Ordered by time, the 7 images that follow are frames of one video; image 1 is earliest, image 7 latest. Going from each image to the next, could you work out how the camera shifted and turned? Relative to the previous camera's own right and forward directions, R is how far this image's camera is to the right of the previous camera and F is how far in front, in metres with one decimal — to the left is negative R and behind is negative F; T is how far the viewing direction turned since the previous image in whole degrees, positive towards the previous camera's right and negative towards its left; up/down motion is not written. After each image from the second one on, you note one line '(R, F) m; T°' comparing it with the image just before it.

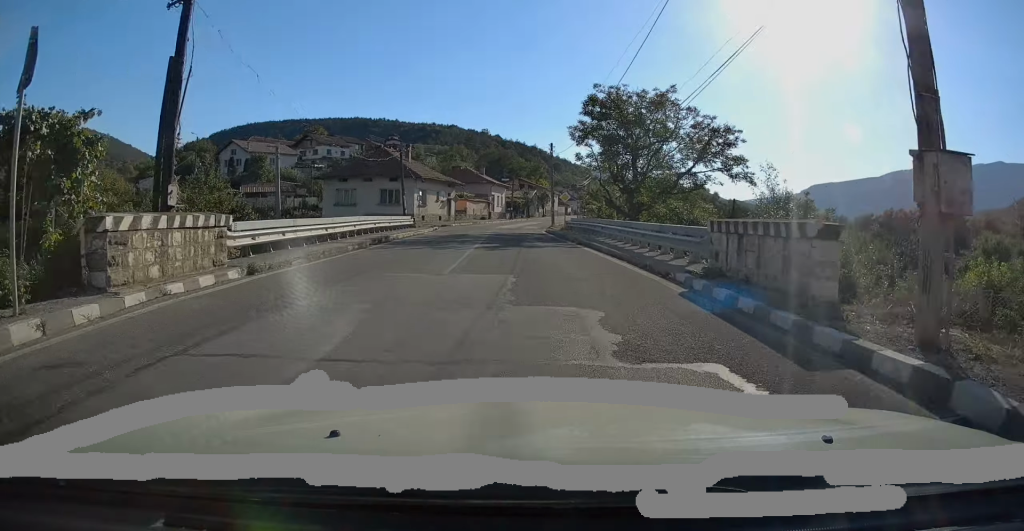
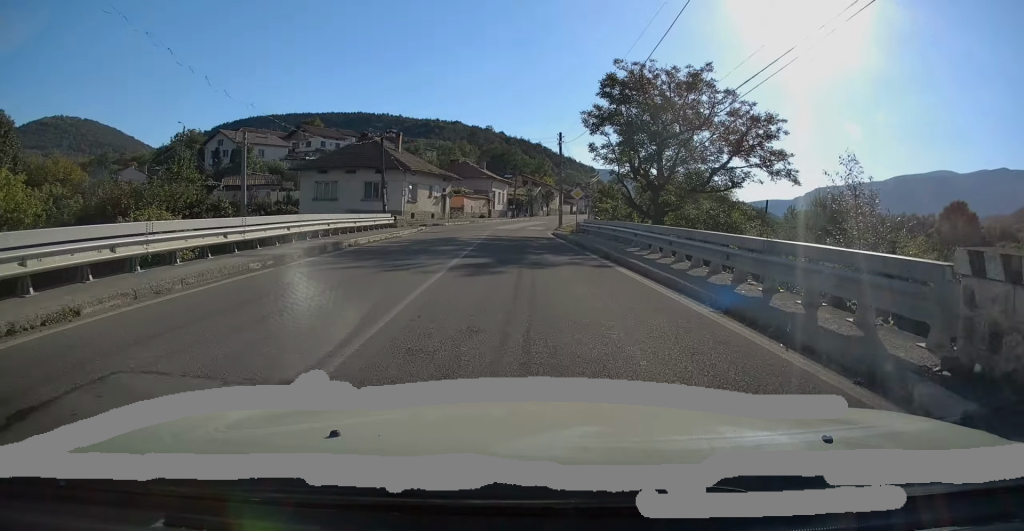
(0.0, +6.8) m; 0°
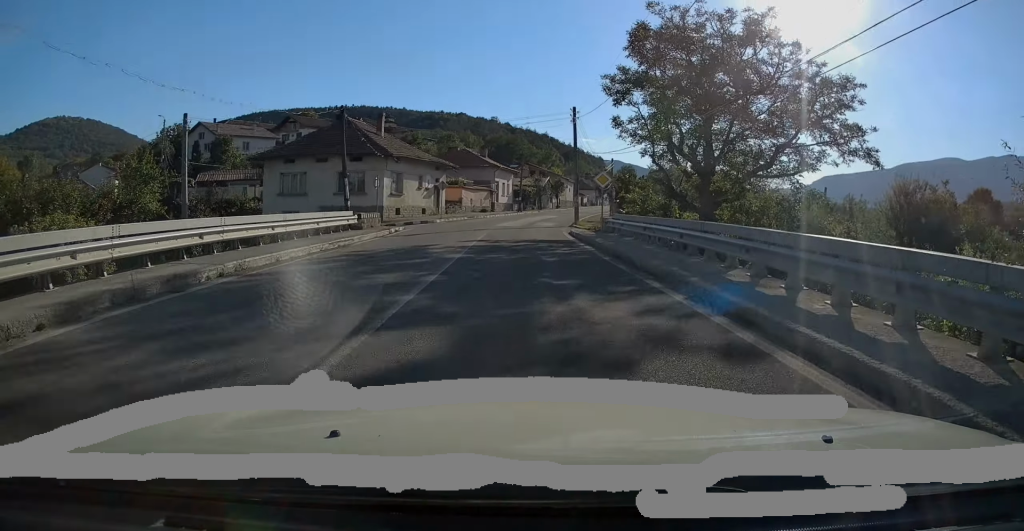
(0.0, +8.6) m; -1°
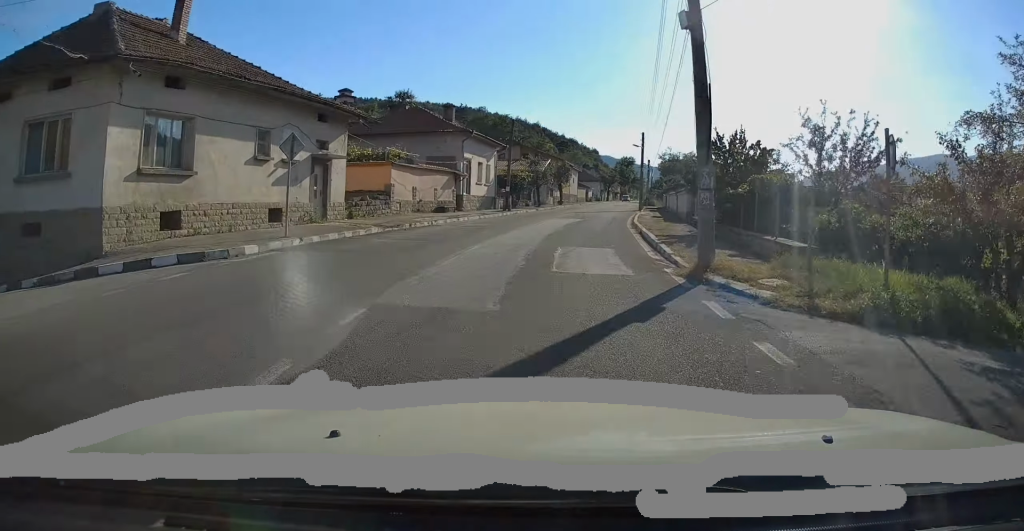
(-0.4, +27.5) m; +1°
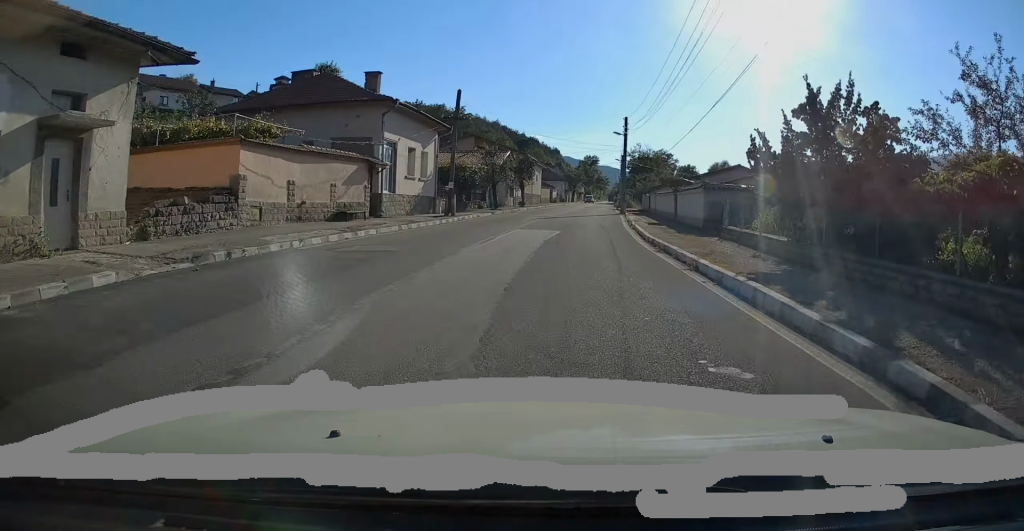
(+0.2, +11.9) m; +3°
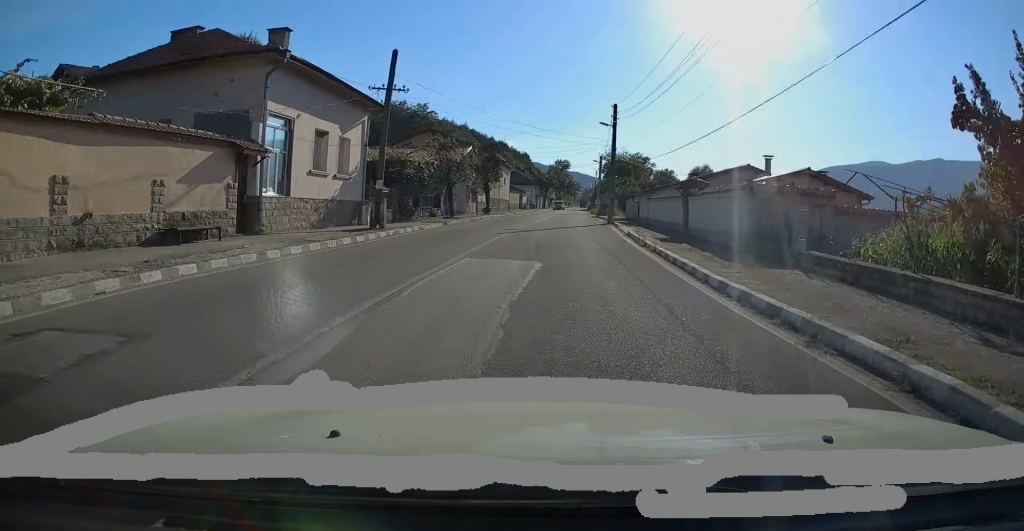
(+0.1, +9.3) m; +2°
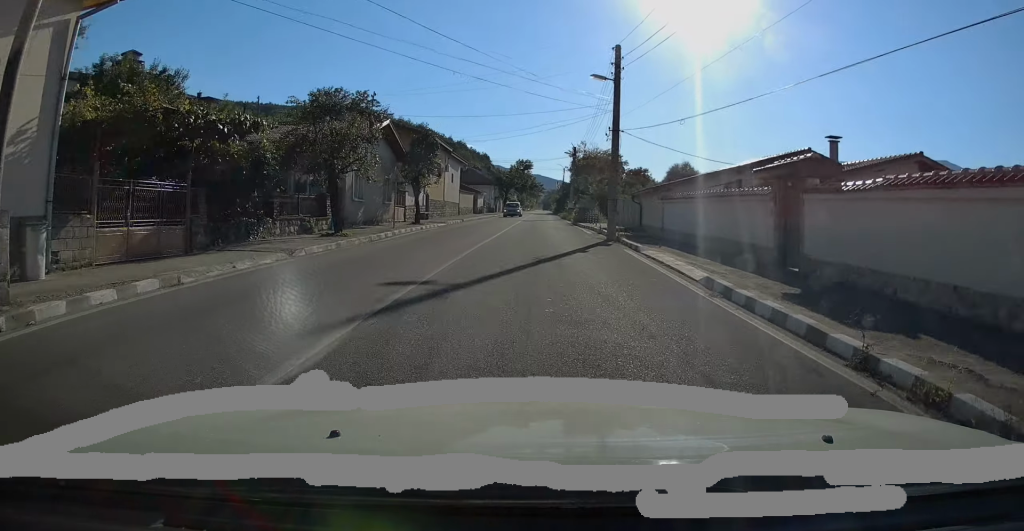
(+0.7, +15.4) m; +4°
